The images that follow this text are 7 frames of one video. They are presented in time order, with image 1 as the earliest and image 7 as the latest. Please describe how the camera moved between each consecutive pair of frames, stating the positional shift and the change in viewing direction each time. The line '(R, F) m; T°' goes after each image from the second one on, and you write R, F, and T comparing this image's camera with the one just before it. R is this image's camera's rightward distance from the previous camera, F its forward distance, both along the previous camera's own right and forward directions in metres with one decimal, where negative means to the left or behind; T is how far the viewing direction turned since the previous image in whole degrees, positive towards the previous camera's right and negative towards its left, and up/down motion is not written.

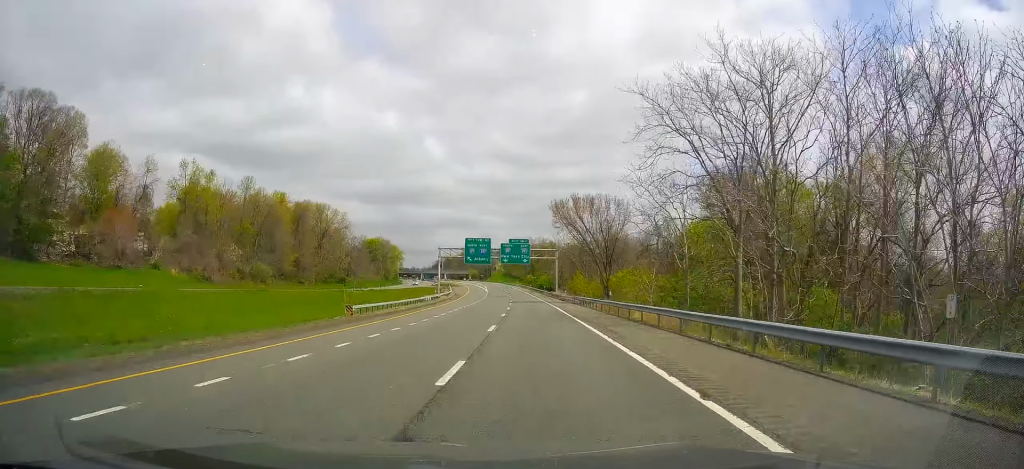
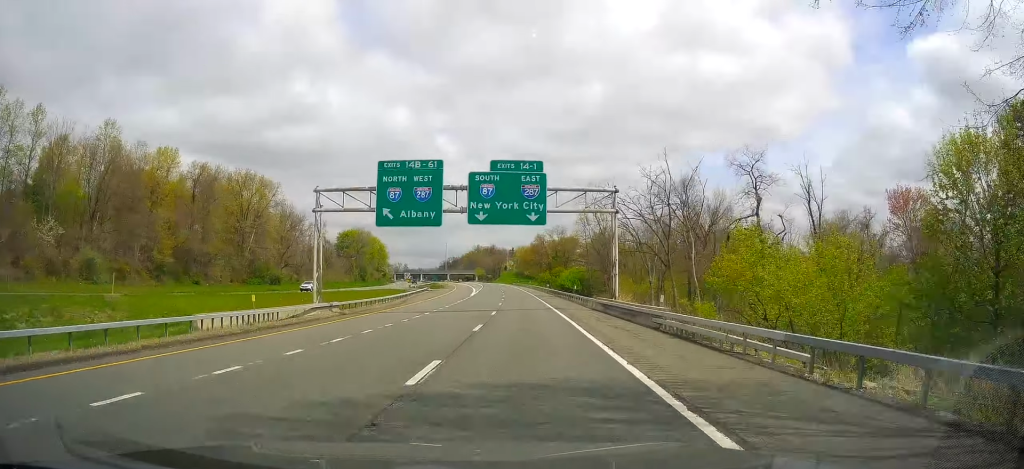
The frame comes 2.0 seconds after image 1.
(-1.0, +60.3) m; 0°
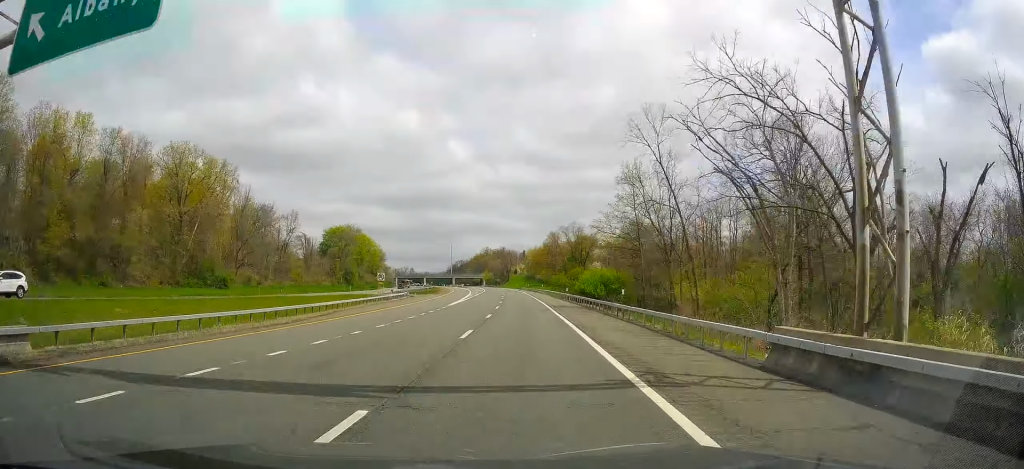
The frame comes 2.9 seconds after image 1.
(+0.5, +29.5) m; -1°
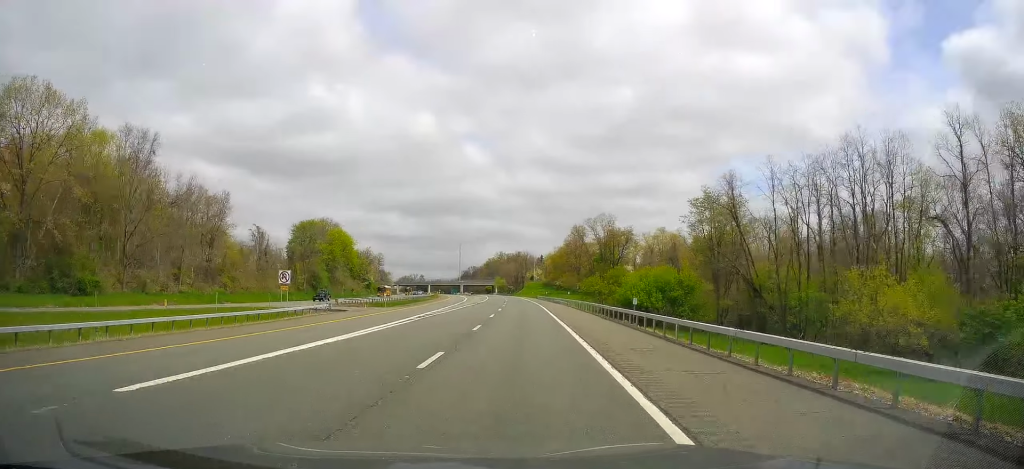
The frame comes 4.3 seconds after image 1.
(-1.3, +42.6) m; -2°
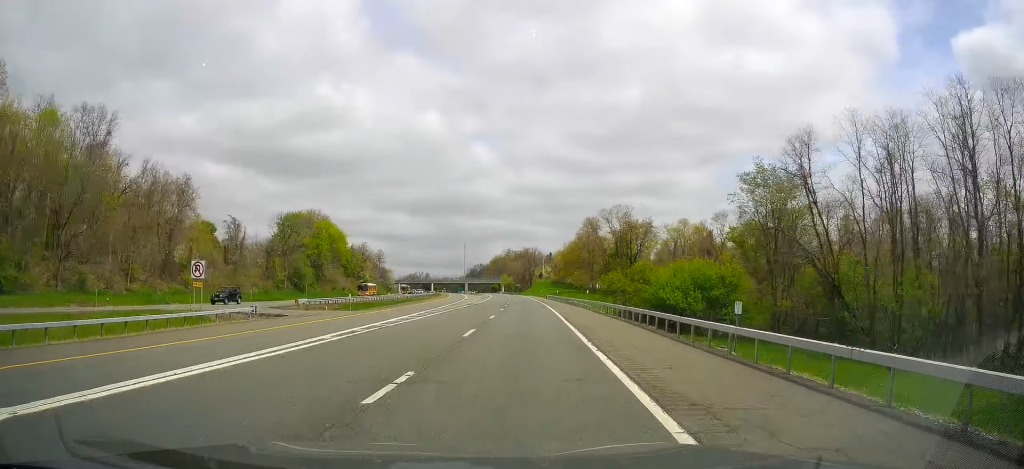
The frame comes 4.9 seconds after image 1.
(+0.1, +16.2) m; -1°
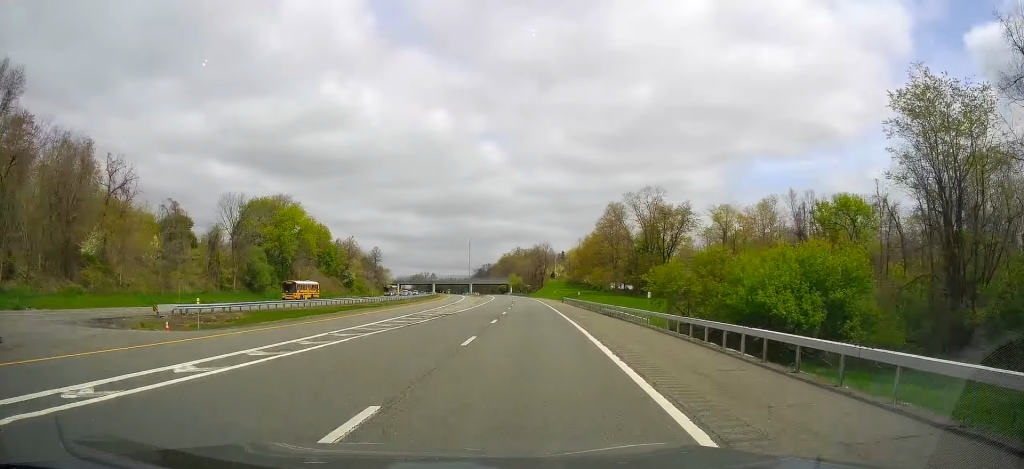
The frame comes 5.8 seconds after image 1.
(-0.5, +27.5) m; -2°
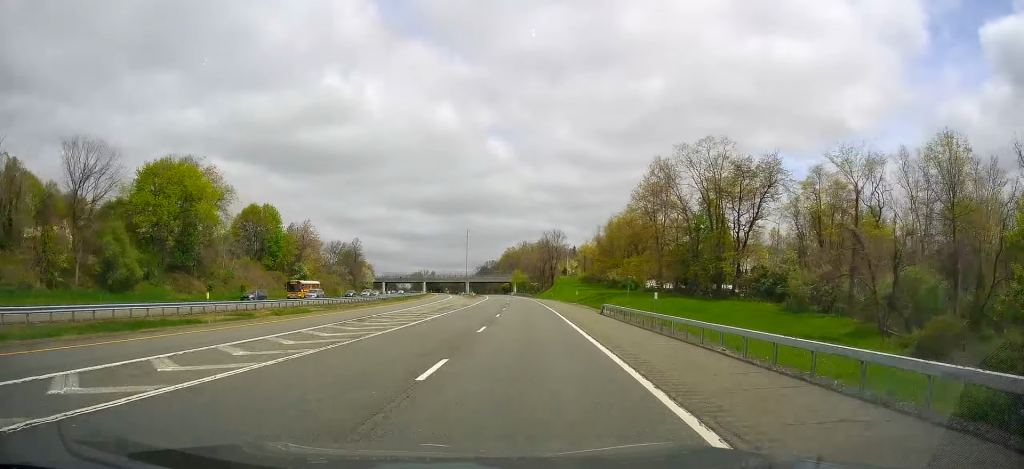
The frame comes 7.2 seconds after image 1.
(-0.6, +42.5) m; -1°
